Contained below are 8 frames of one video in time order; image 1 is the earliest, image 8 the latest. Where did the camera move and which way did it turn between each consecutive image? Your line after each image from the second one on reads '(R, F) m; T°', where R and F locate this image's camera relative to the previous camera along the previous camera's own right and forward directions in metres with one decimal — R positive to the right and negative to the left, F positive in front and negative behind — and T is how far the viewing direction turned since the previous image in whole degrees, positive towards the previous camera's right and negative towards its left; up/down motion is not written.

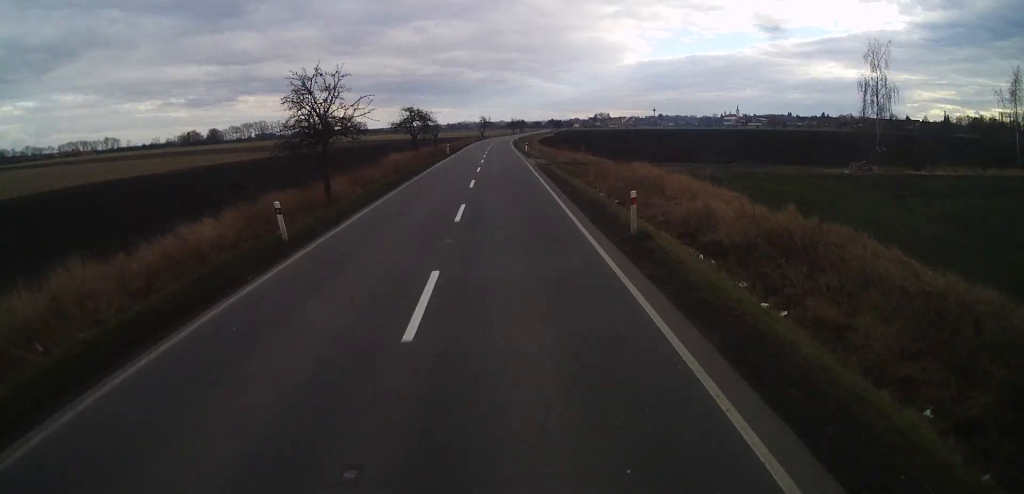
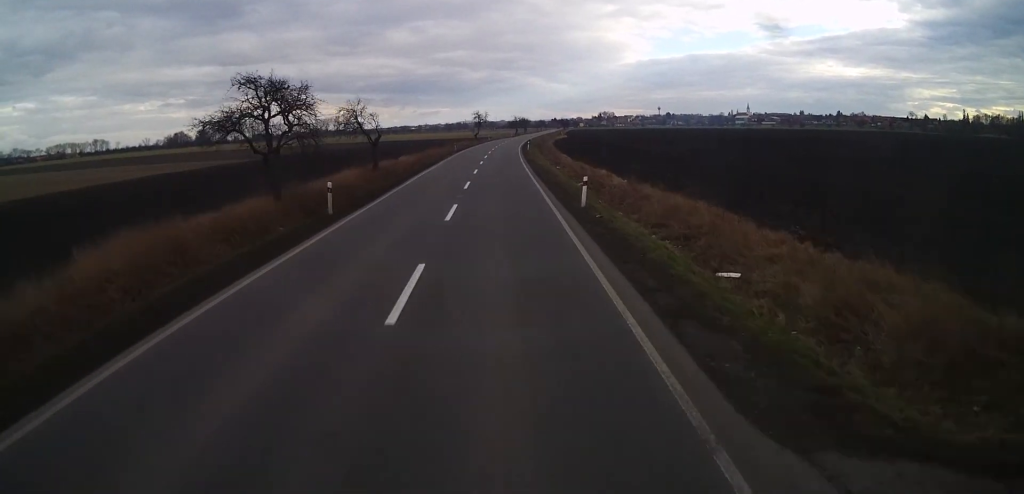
(+0.3, +43.6) m; +1°
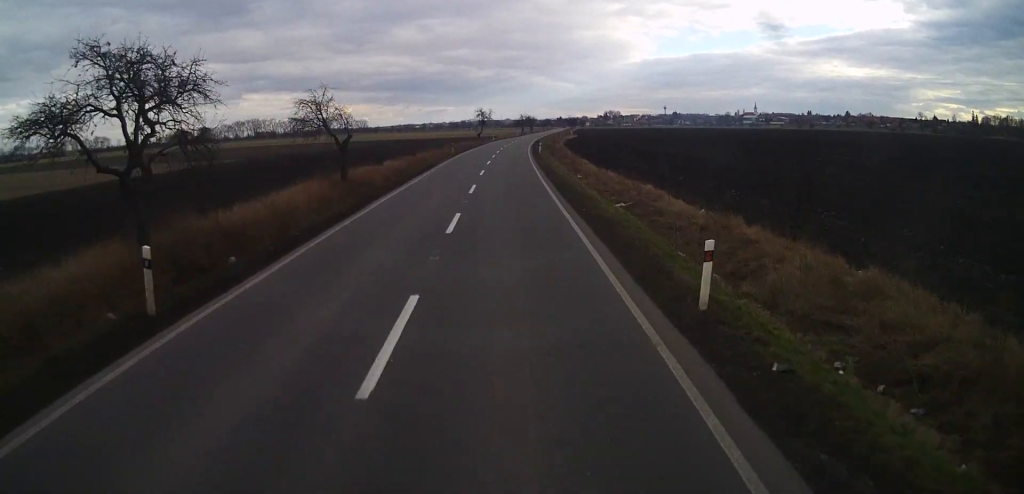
(+0.3, +10.9) m; -1°
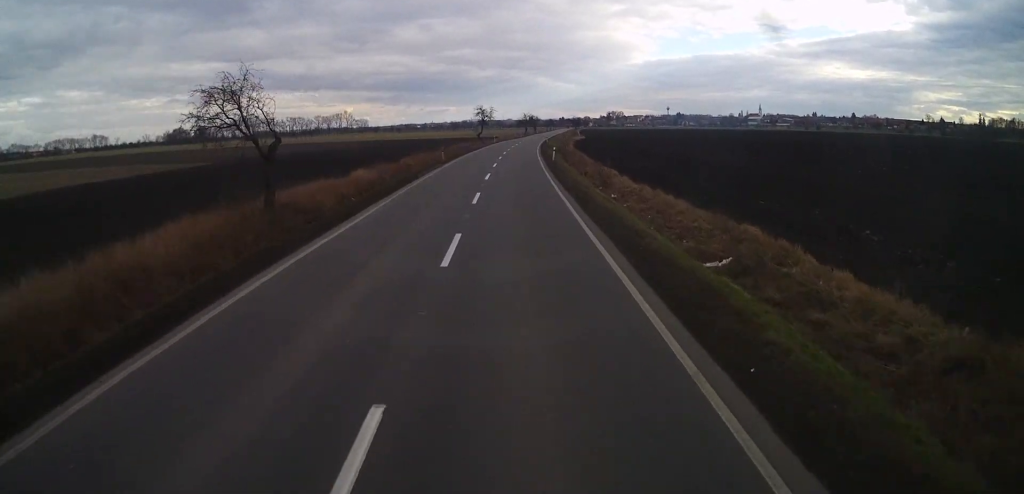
(-0.4, +12.1) m; -1°
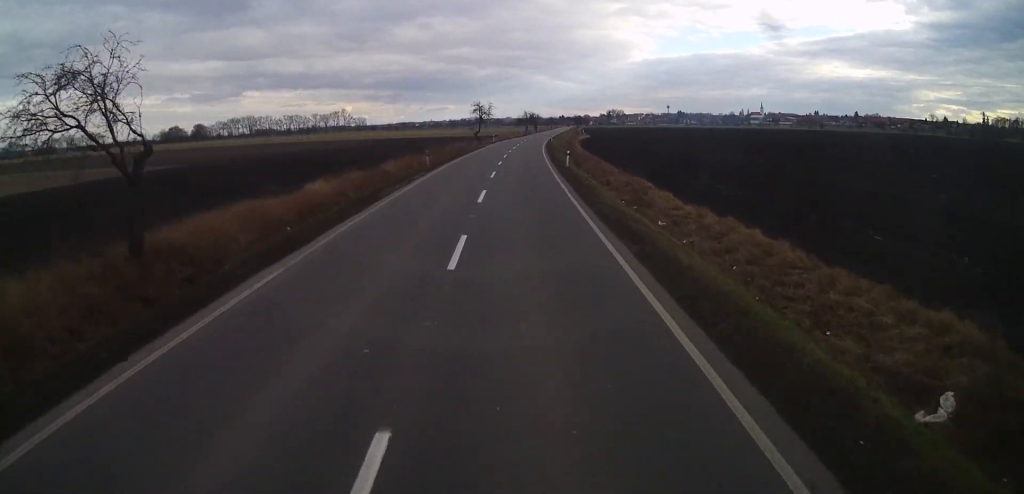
(-0.1, +9.3) m; 0°
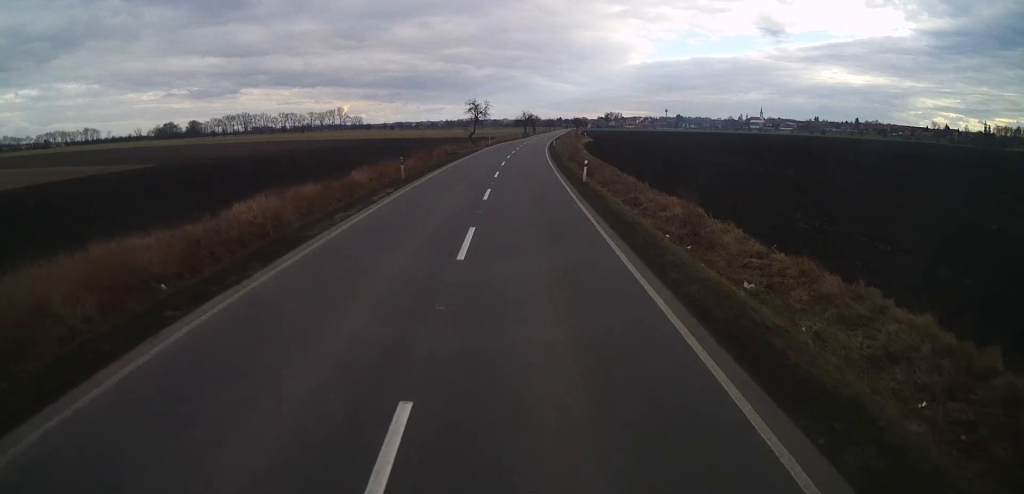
(+0.1, +8.2) m; +1°
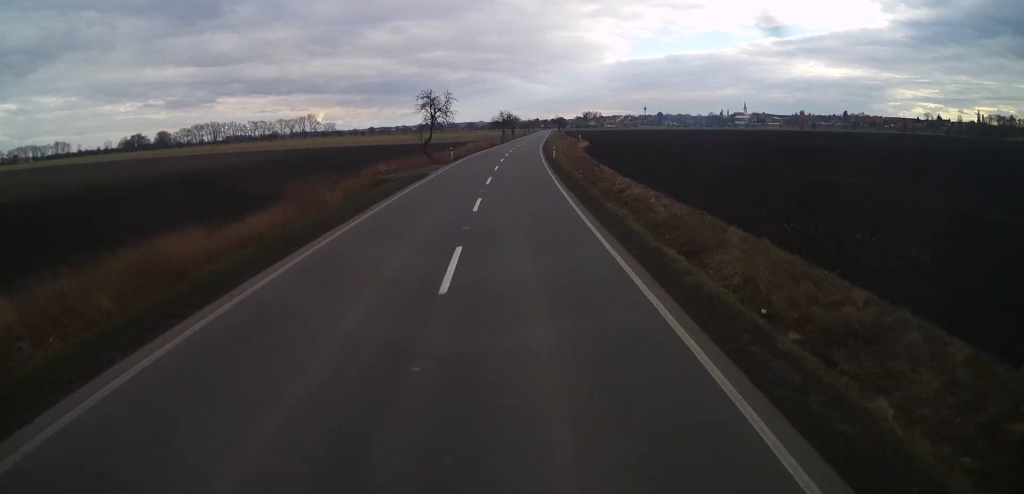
(+0.5, +28.0) m; +1°
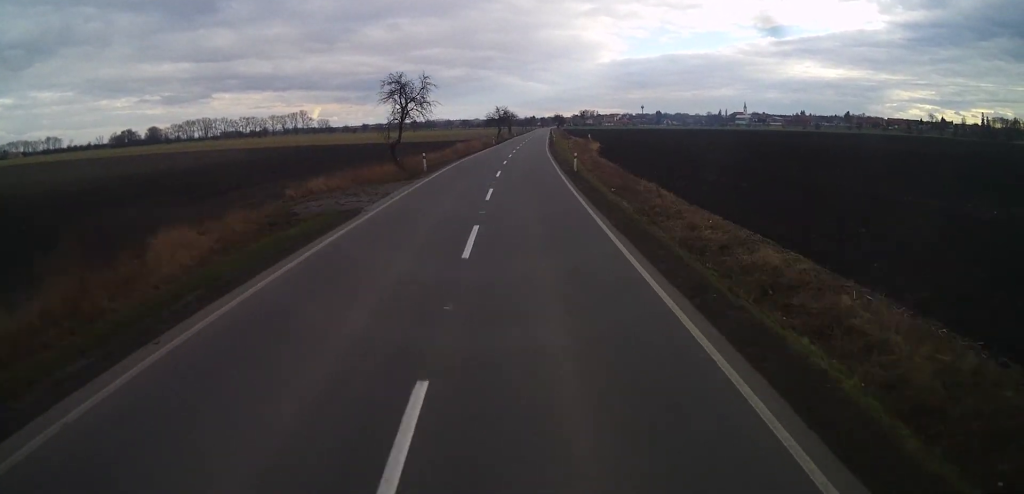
(0.0, +15.7) m; 0°
